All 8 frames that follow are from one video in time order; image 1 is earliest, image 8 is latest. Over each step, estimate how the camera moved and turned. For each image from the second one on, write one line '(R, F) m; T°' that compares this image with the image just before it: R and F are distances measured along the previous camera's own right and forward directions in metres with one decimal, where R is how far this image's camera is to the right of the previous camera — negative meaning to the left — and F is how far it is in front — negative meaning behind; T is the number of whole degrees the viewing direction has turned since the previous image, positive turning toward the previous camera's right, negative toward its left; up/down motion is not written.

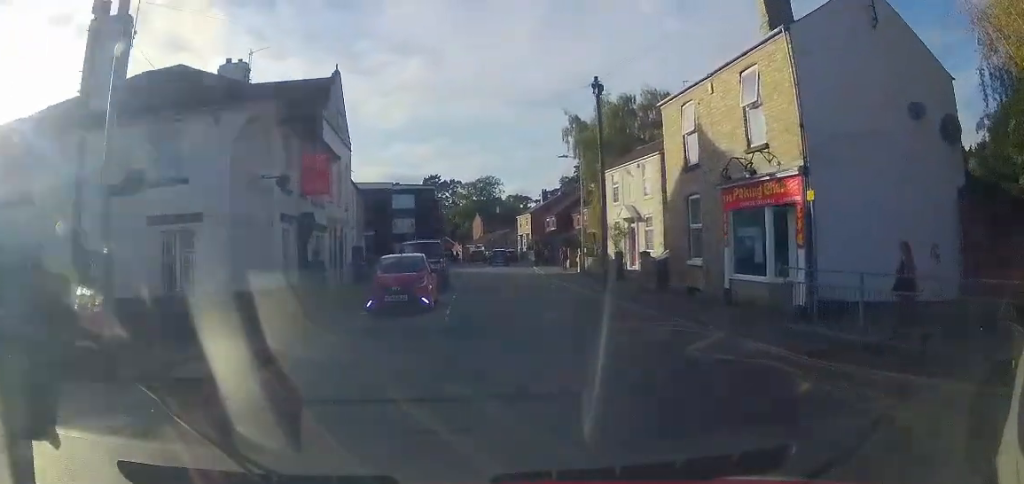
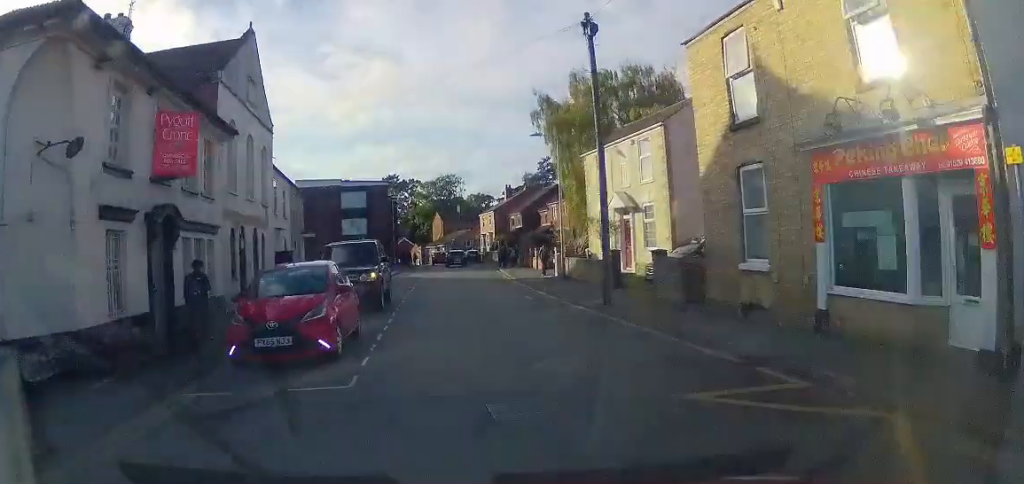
(-0.4, +5.5) m; -3°
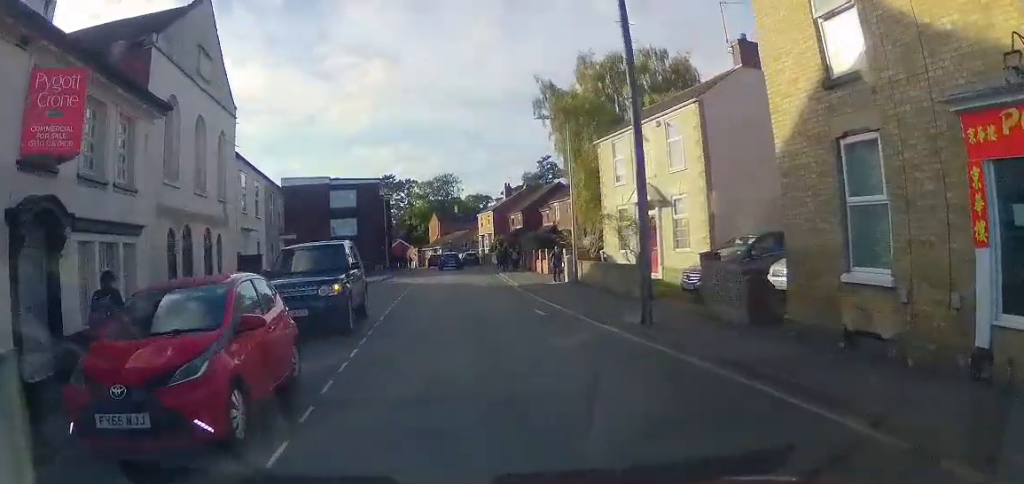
(0.0, +3.3) m; +1°
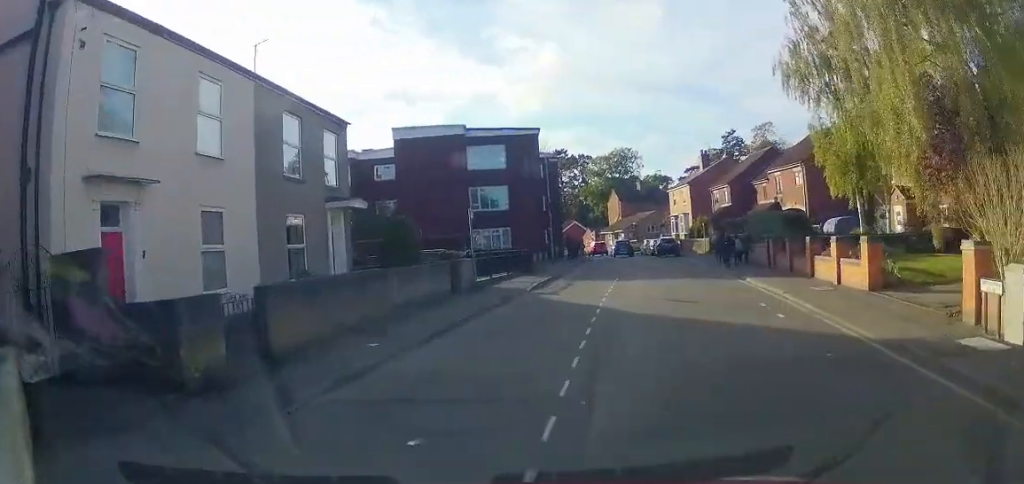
(0.0, +17.8) m; 0°
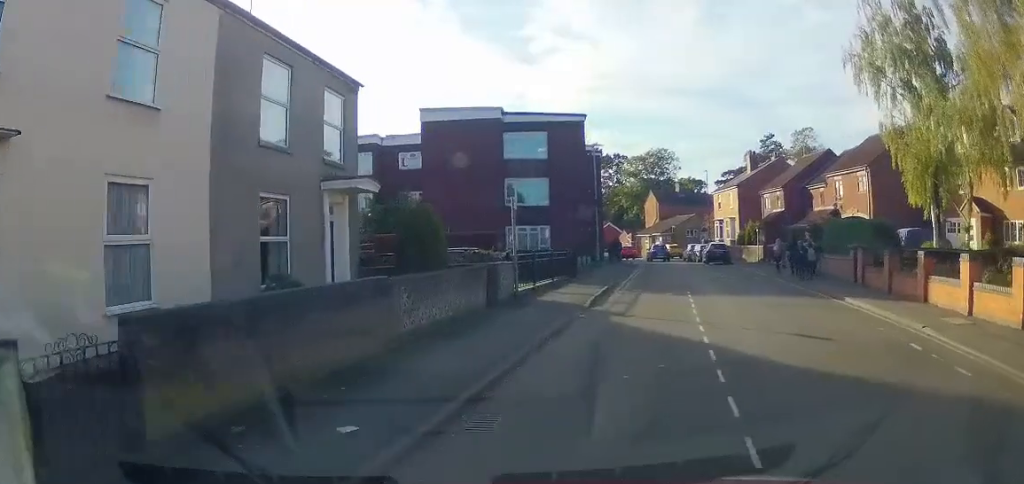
(0.0, +5.0) m; 0°
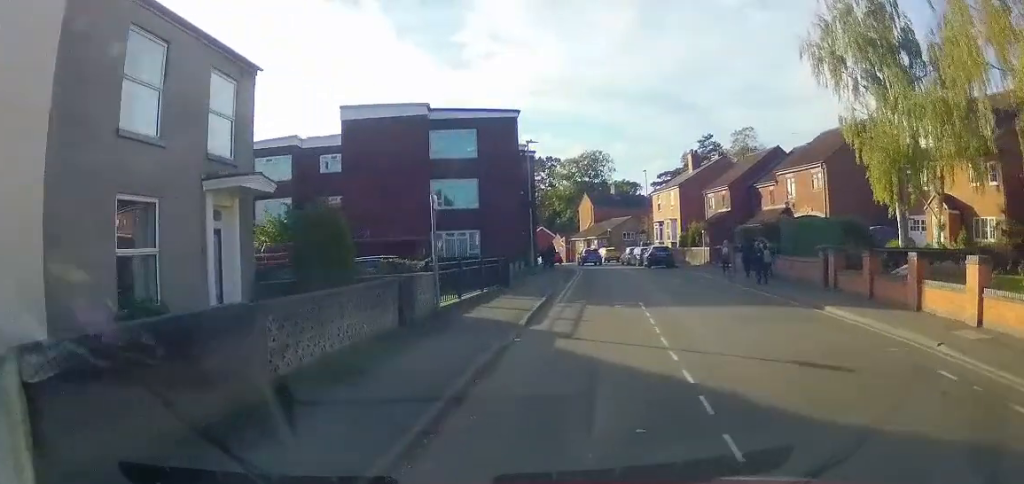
(0.0, +2.6) m; 0°
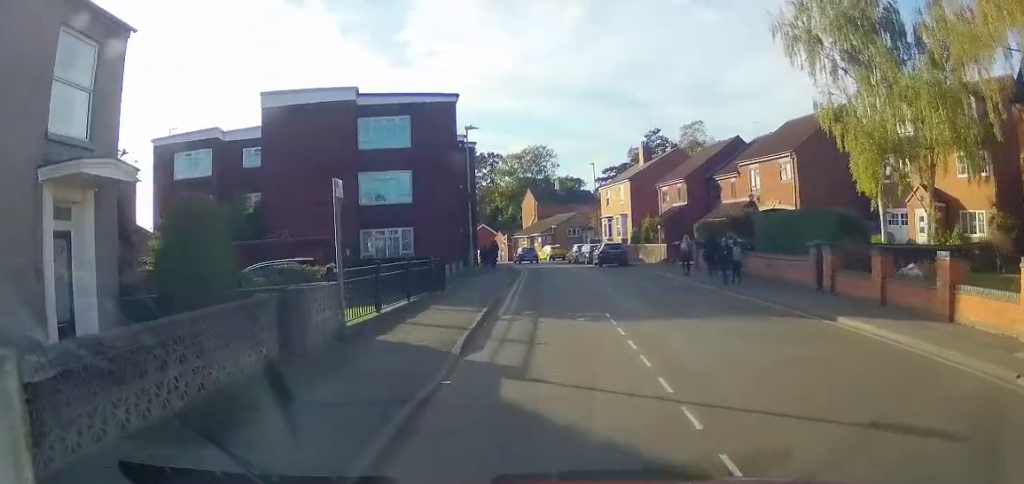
(0.0, +3.3) m; 0°
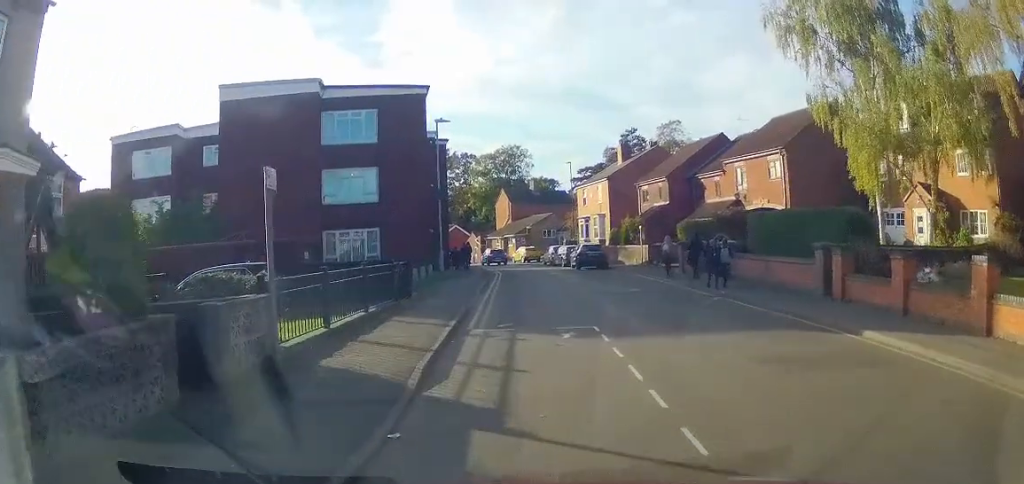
(0.0, +2.0) m; -1°
